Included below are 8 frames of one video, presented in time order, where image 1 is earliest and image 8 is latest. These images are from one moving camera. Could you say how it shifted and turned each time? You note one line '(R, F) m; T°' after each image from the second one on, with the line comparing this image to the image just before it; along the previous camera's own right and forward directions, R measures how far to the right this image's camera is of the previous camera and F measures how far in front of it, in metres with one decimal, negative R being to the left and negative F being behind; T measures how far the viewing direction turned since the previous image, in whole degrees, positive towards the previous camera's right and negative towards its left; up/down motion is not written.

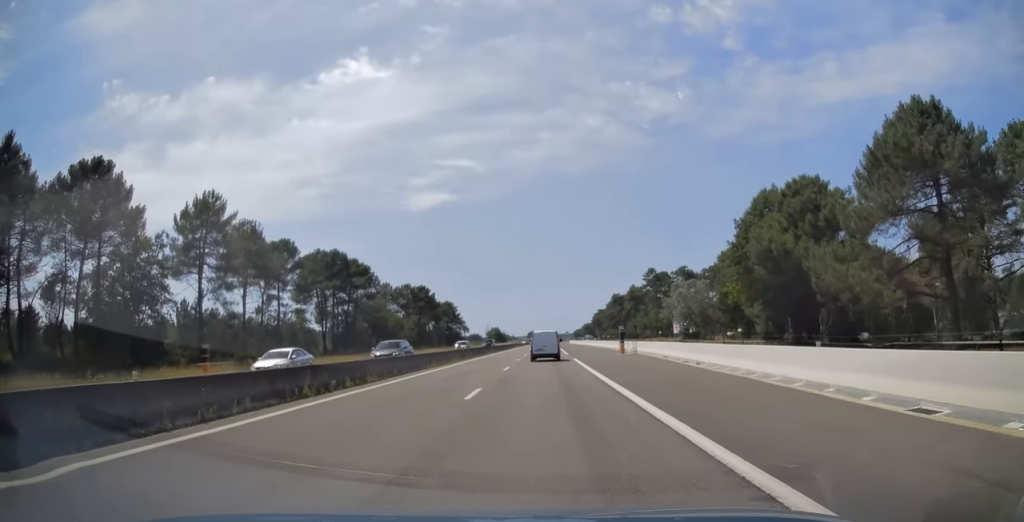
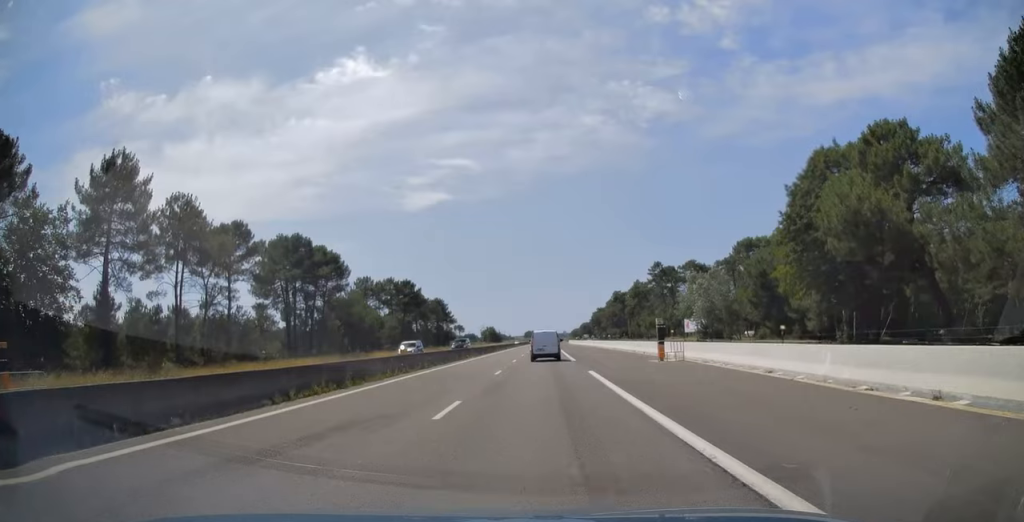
(+0.2, +16.5) m; 0°
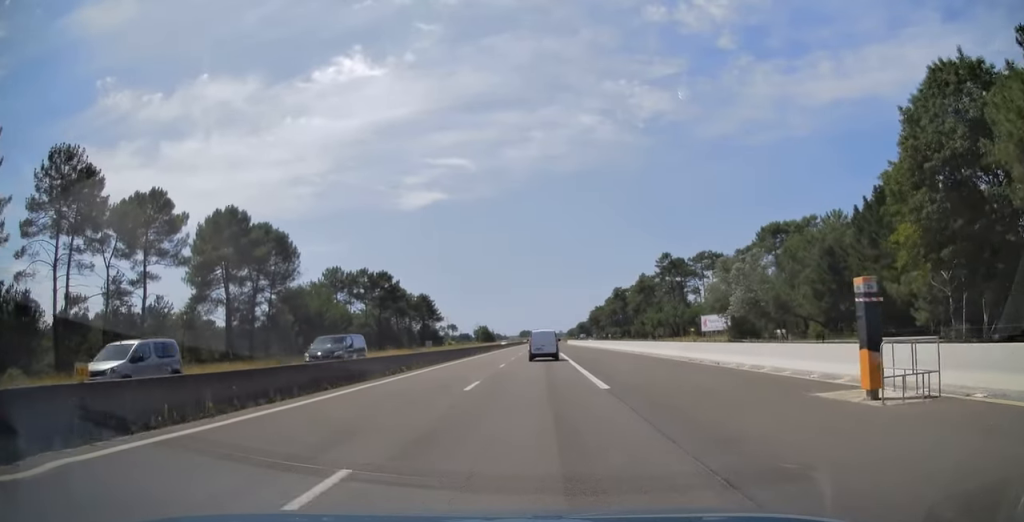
(-0.3, +20.3) m; -1°
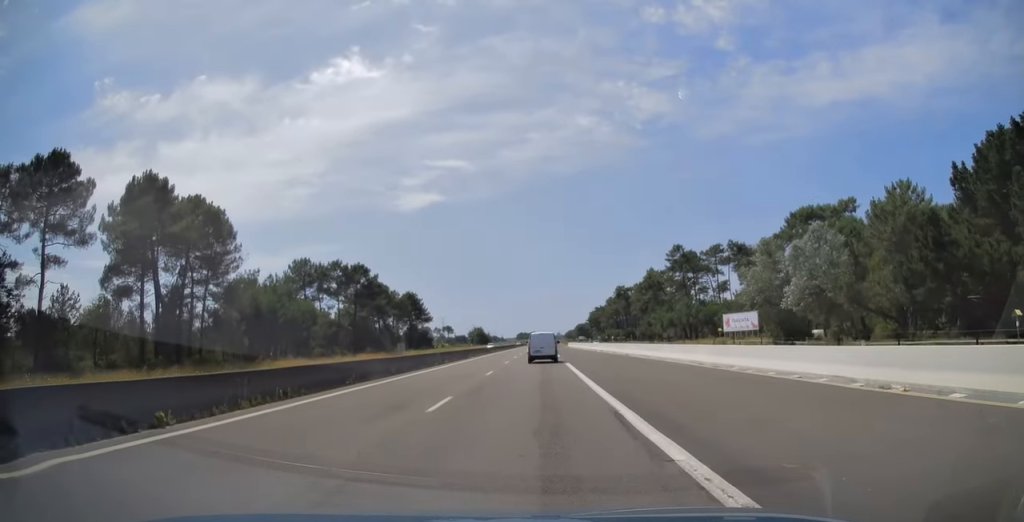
(-0.1, +17.6) m; +1°
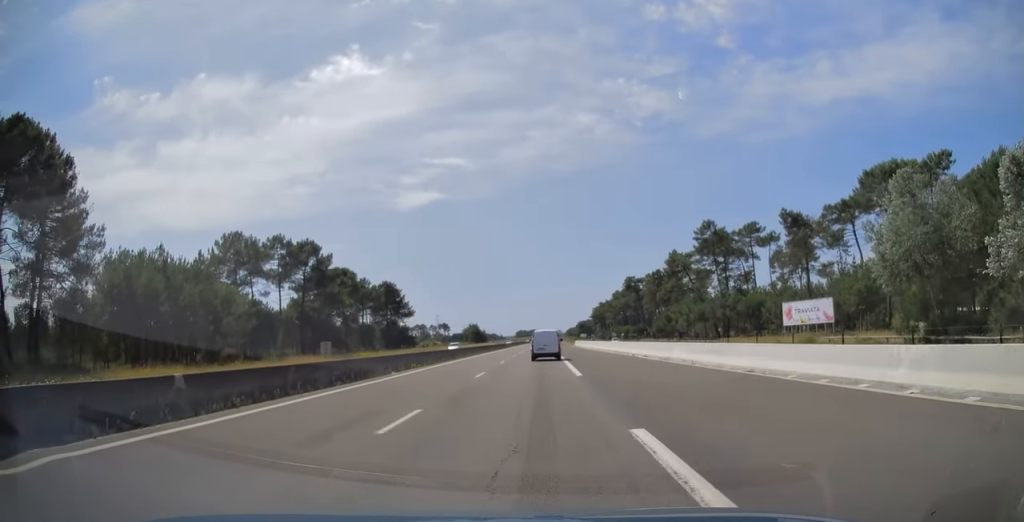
(+0.5, +28.7) m; +1°
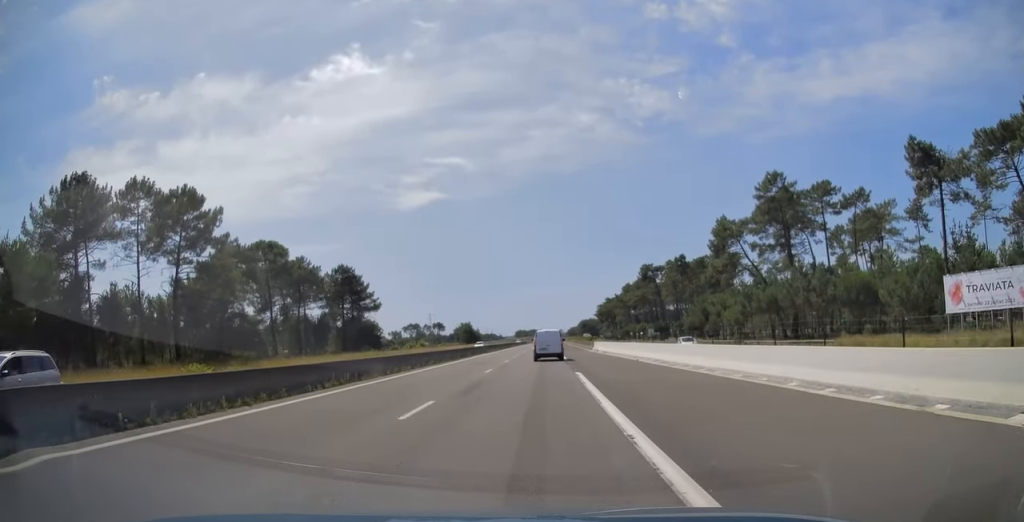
(-0.3, +37.3) m; -1°
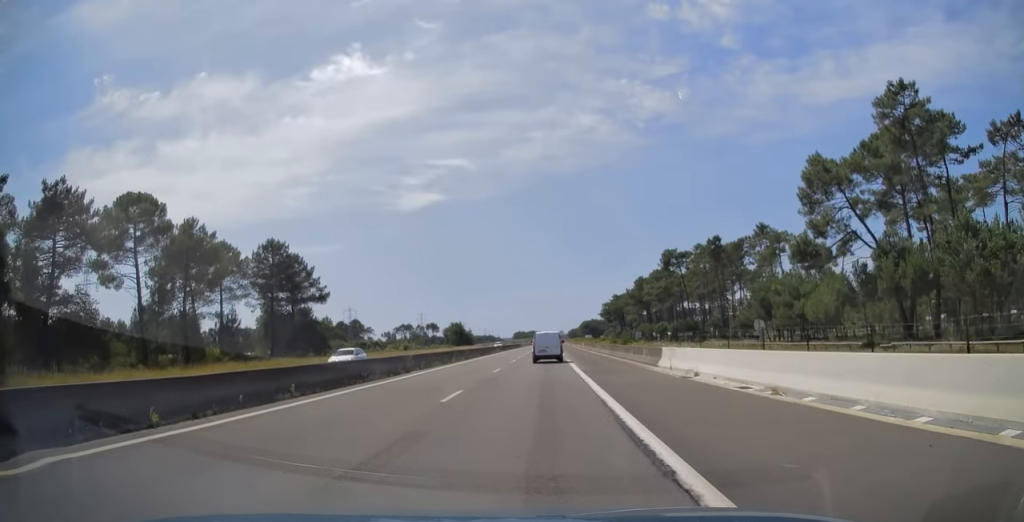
(-0.3, +35.4) m; +1°
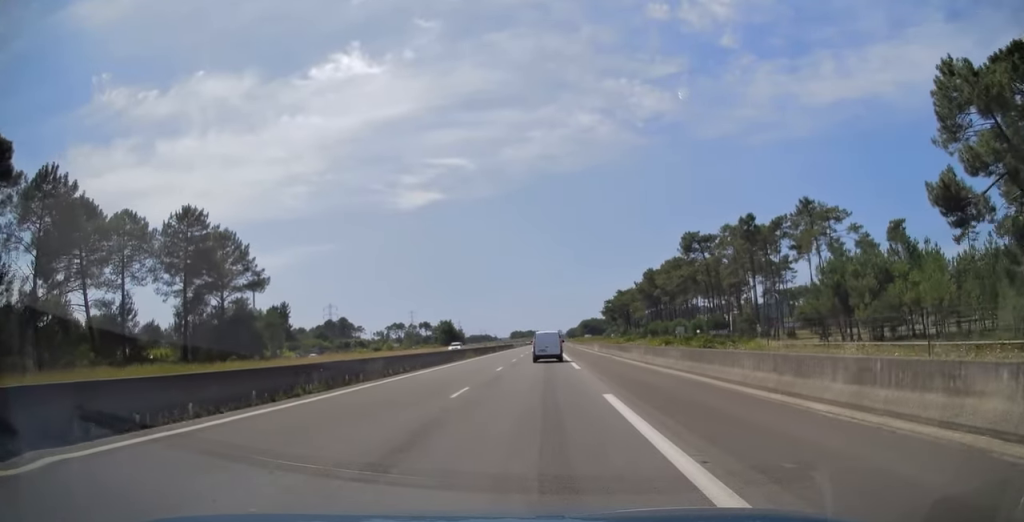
(+0.4, +25.1) m; 0°
